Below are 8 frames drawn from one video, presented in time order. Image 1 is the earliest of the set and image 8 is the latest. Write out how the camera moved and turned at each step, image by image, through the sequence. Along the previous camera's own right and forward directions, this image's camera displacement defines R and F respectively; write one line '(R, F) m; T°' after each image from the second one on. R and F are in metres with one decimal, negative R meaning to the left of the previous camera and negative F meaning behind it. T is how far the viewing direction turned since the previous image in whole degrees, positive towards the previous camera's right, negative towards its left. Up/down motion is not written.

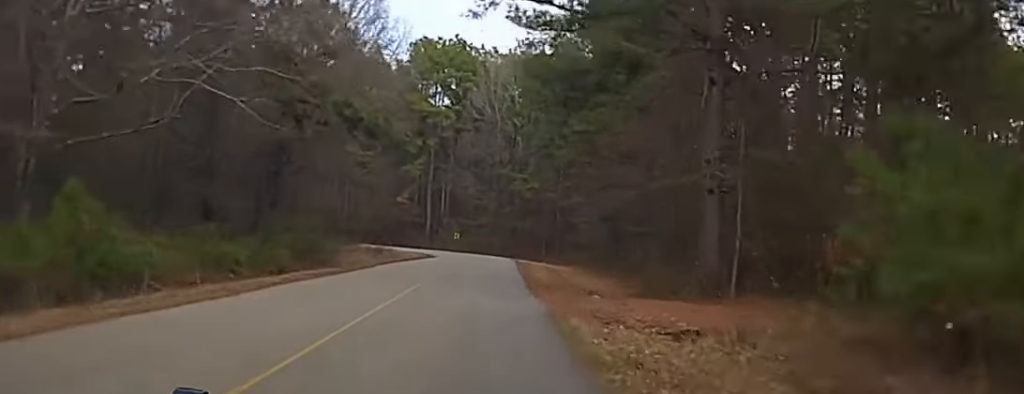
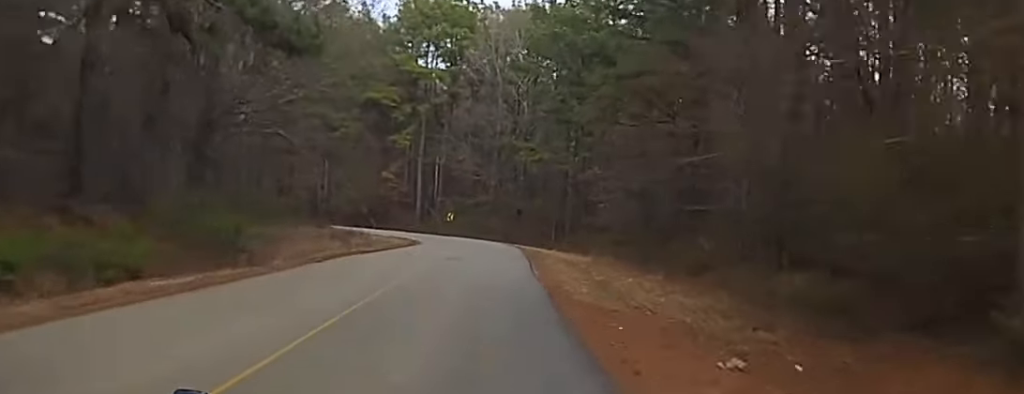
(0.0, +16.7) m; 0°
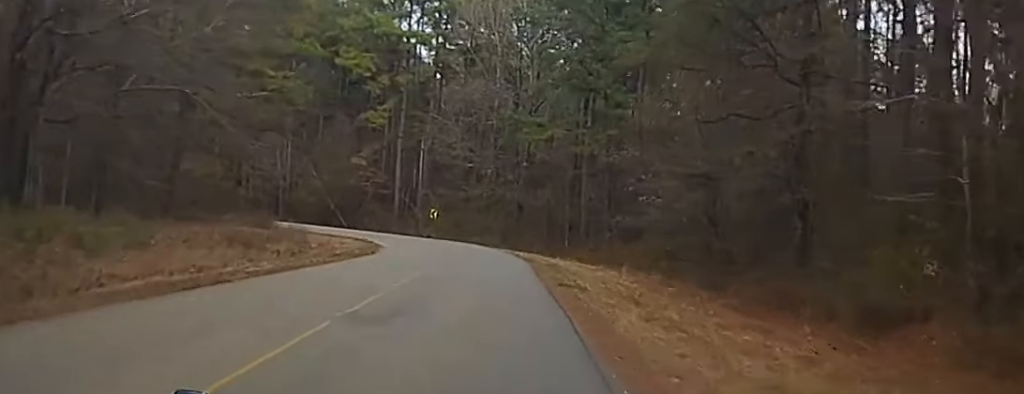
(+0.1, +21.2) m; -1°
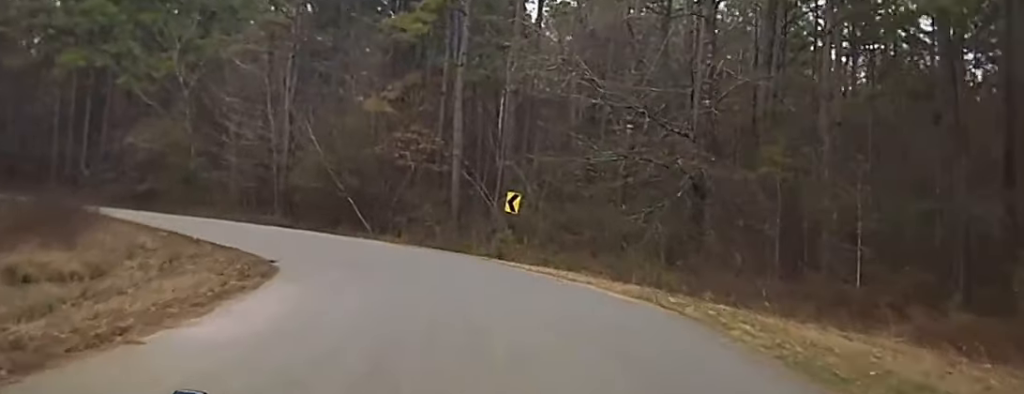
(-1.9, +44.6) m; -9°
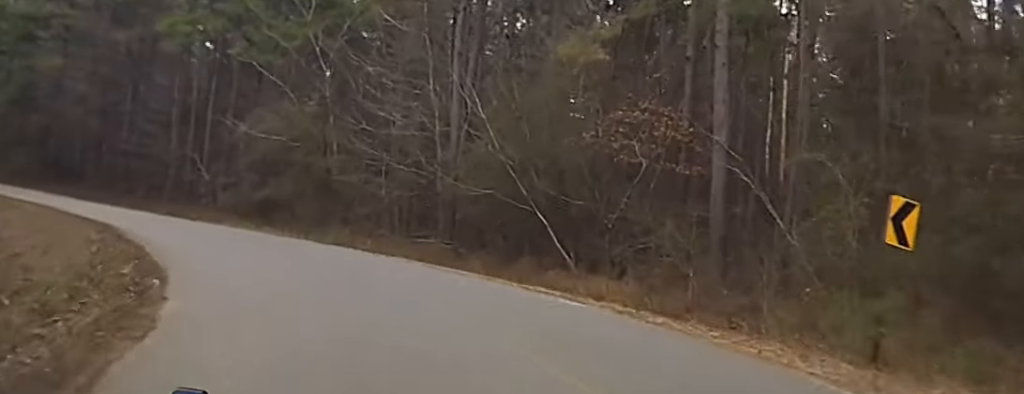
(-1.9, +20.4) m; -14°
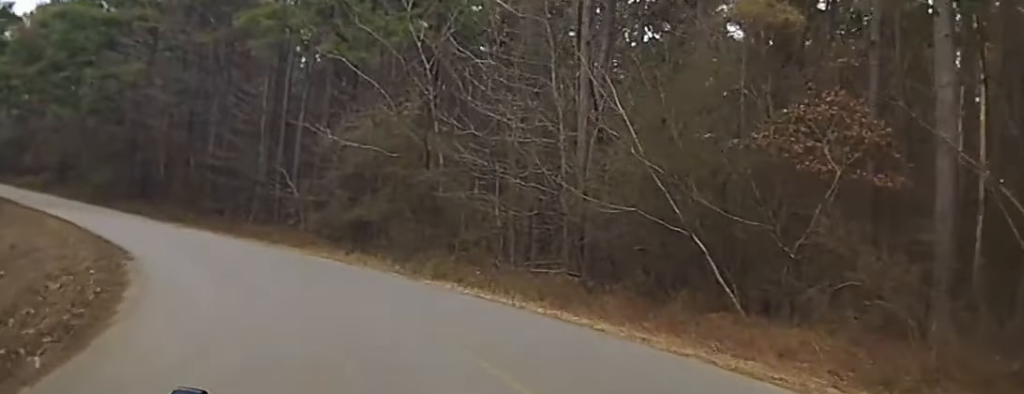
(-0.6, +8.2) m; -7°
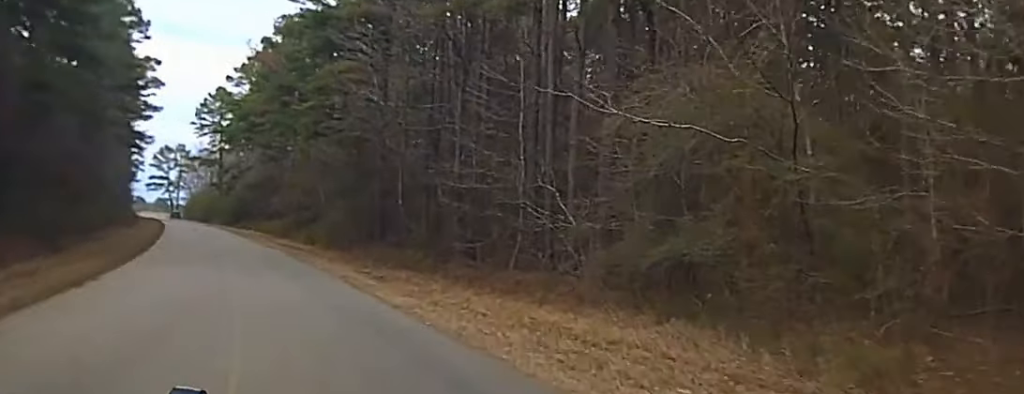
(-2.3, +16.9) m; -14°
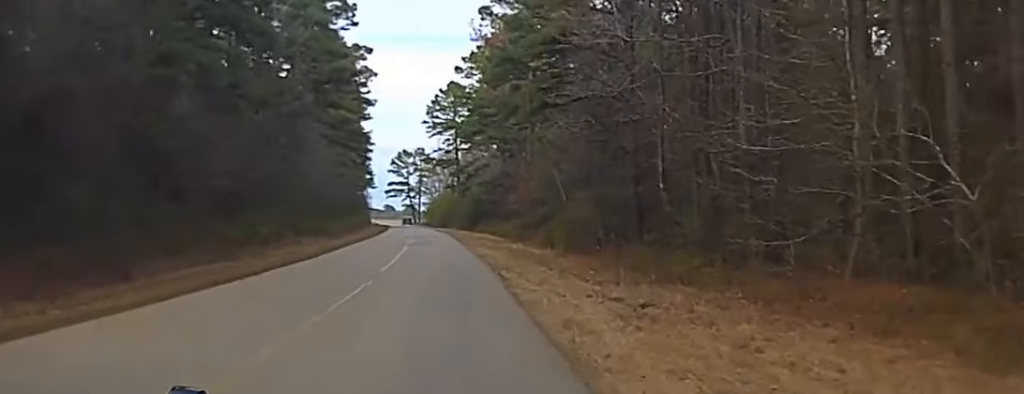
(-1.0, +14.5) m; -10°
